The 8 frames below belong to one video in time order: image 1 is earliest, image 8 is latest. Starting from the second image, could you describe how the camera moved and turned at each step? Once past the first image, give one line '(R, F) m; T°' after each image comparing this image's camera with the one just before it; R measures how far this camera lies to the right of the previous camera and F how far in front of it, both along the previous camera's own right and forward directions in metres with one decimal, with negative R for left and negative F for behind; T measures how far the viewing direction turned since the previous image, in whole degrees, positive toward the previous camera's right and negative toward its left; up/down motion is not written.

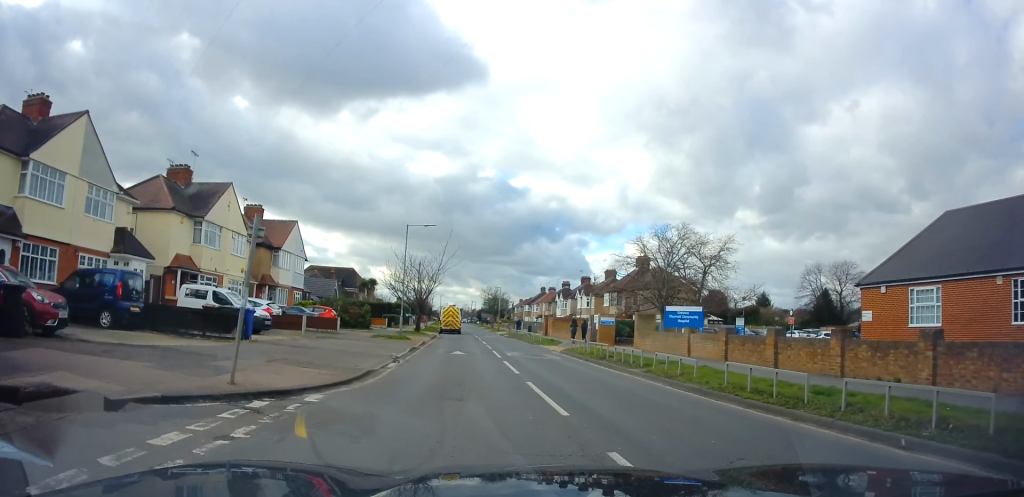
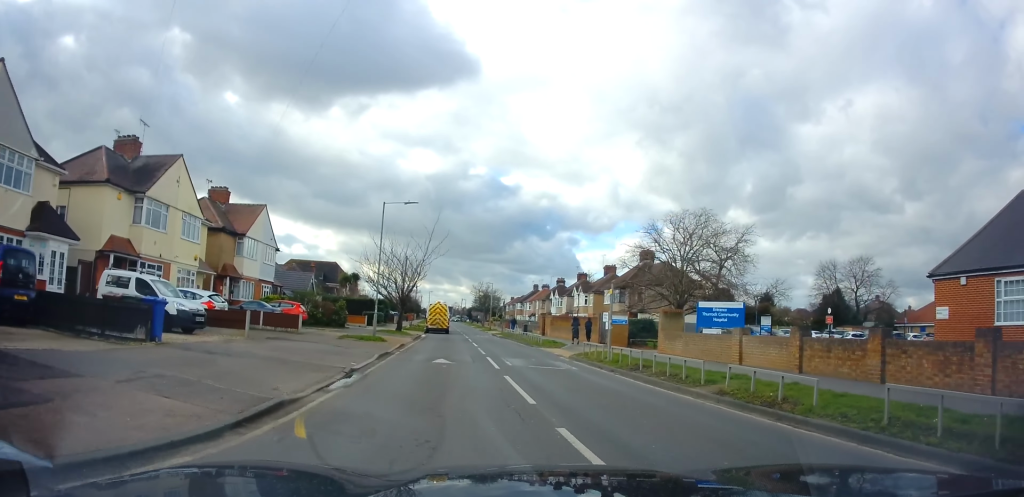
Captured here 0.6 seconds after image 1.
(+0.5, +5.2) m; +2°
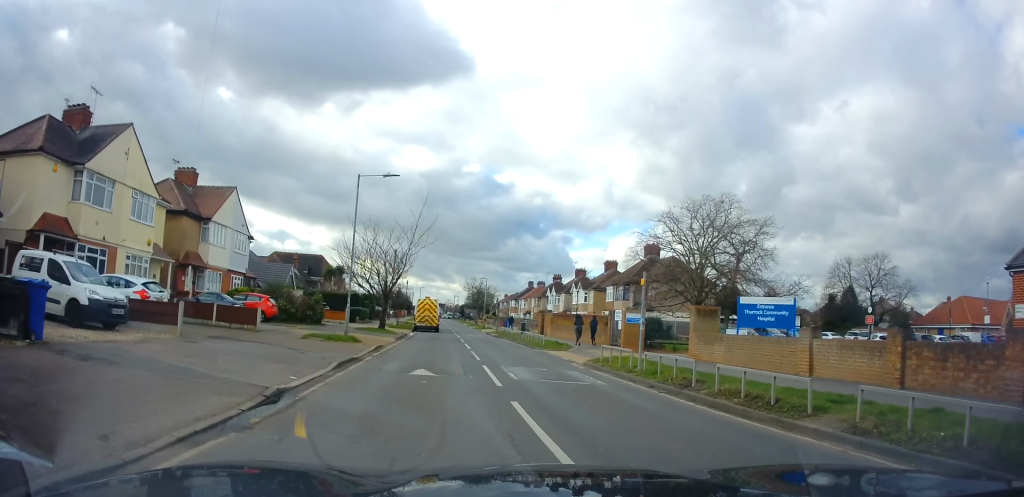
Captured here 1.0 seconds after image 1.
(0.0, +4.3) m; 0°
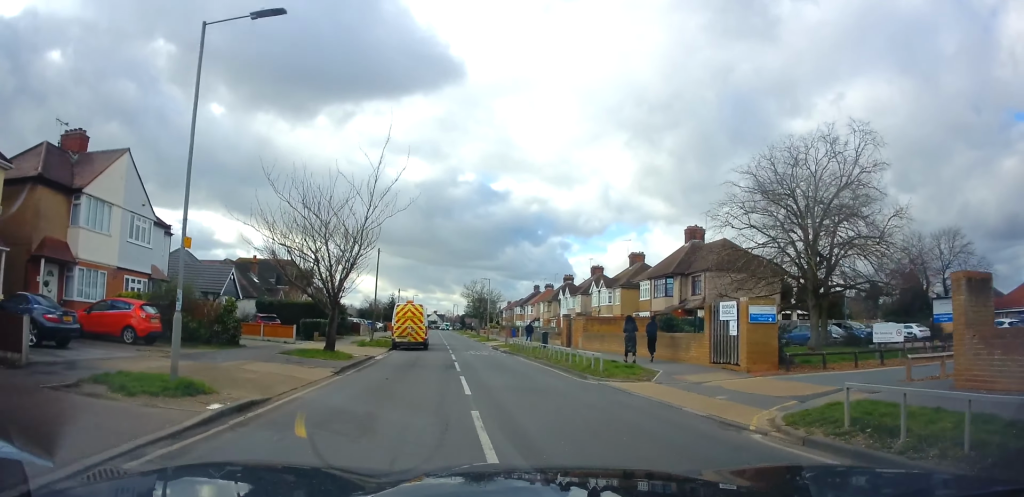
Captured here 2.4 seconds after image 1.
(-0.5, +12.6) m; -2°
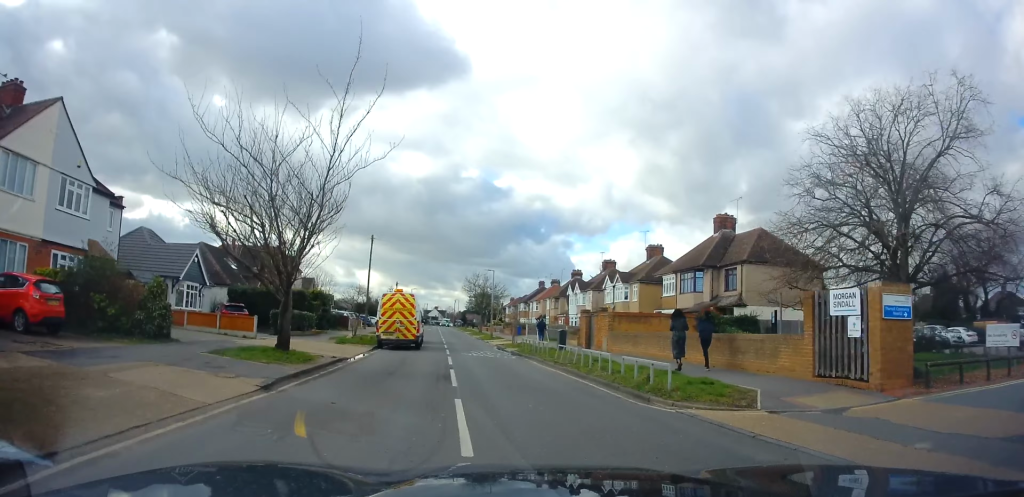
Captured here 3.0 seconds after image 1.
(0.0, +5.6) m; 0°
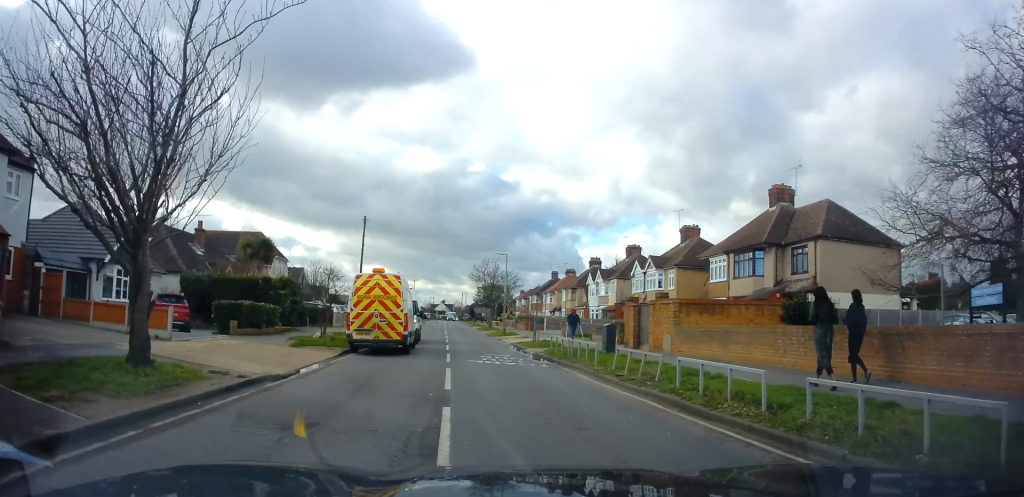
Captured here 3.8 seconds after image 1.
(0.0, +7.6) m; 0°
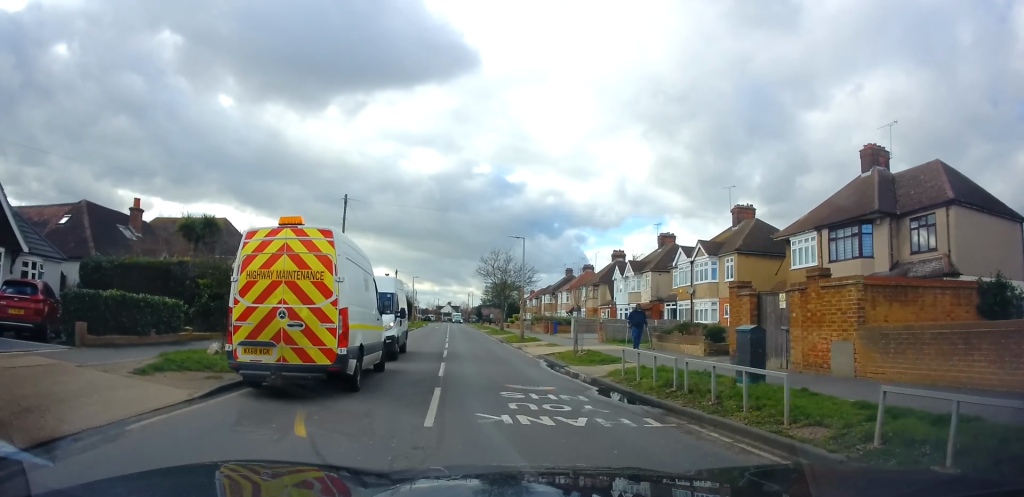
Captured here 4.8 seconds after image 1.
(0.0, +9.3) m; -3°
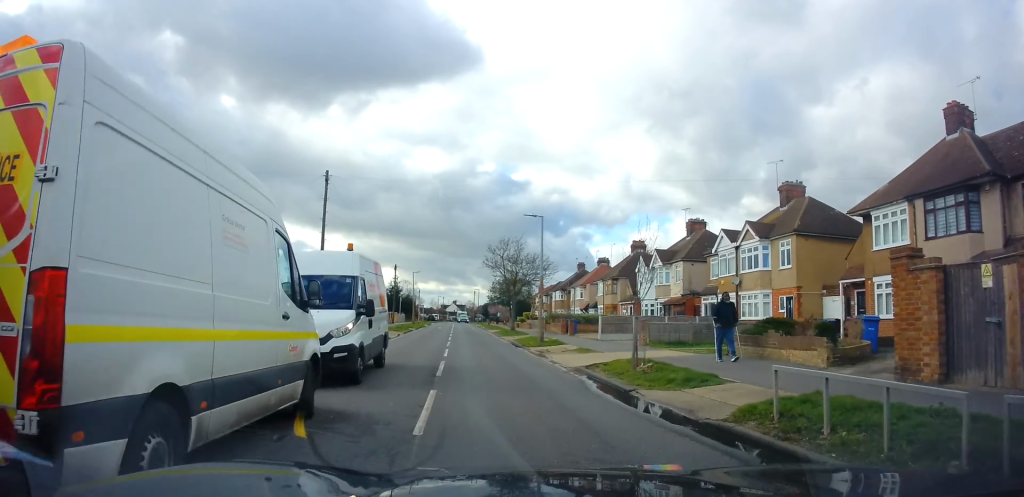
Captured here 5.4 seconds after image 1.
(-0.3, +6.3) m; 0°
